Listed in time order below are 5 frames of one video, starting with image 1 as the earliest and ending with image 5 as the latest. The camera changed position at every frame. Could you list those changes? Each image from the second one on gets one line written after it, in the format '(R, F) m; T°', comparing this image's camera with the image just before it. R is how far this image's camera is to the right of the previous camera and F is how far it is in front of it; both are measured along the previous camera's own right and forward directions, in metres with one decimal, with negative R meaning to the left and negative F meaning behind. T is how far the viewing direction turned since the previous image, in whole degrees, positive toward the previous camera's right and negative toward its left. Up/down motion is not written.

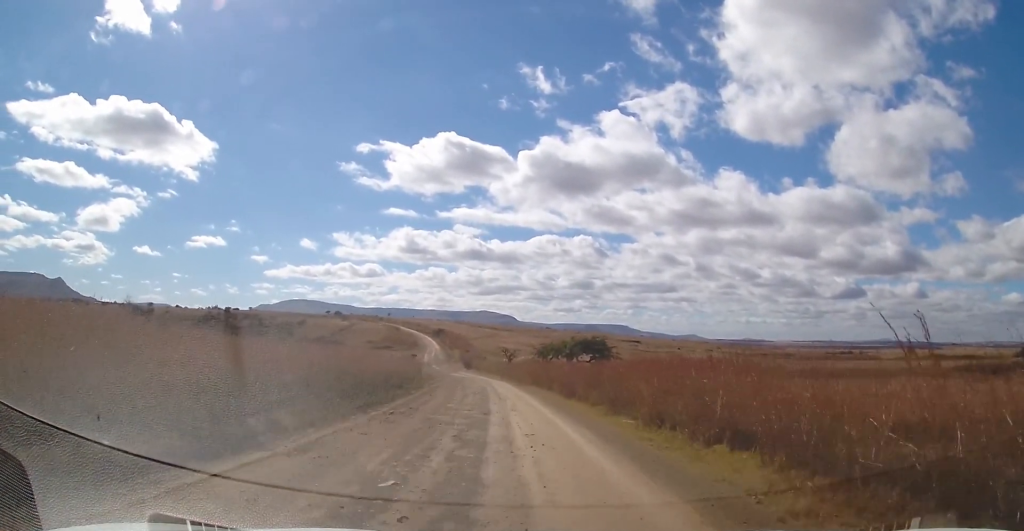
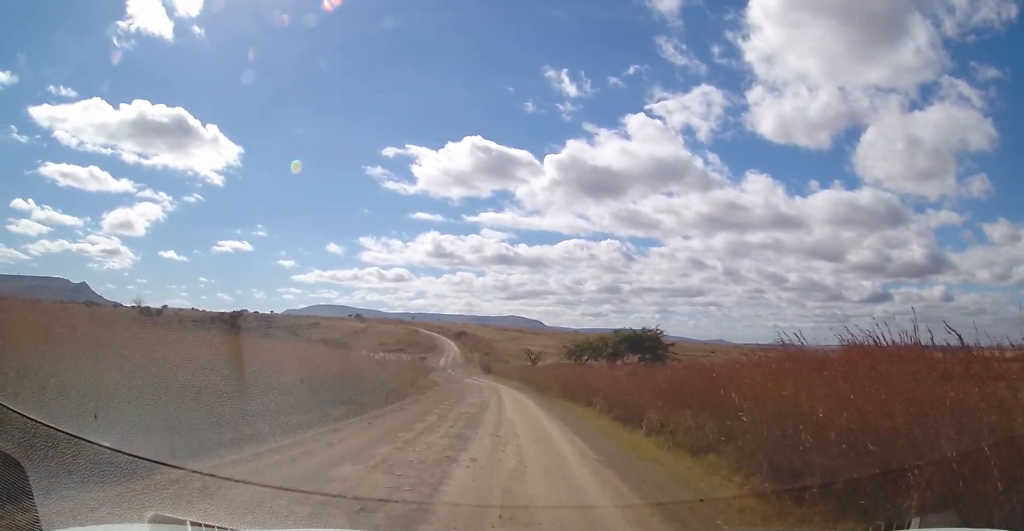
(-0.5, +12.8) m; -3°
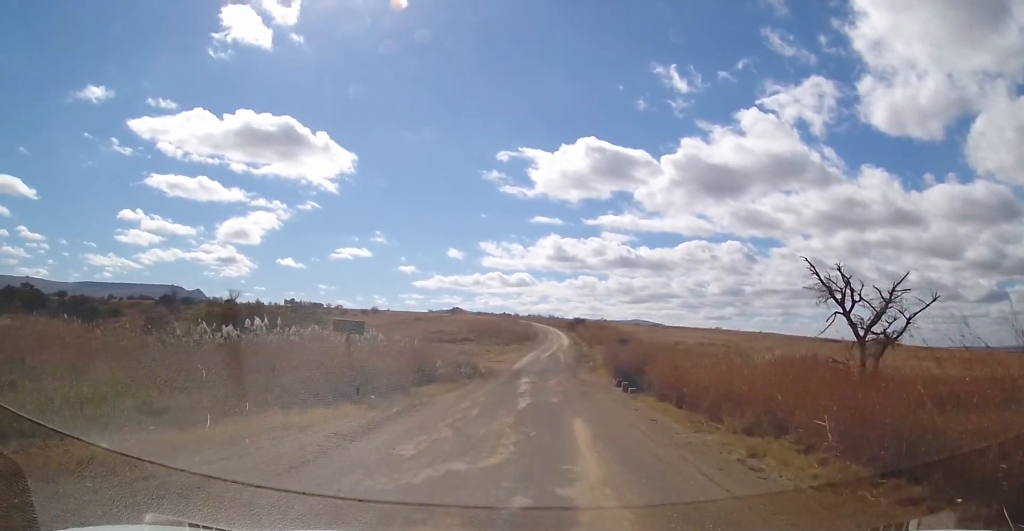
(-6.0, +63.2) m; -11°
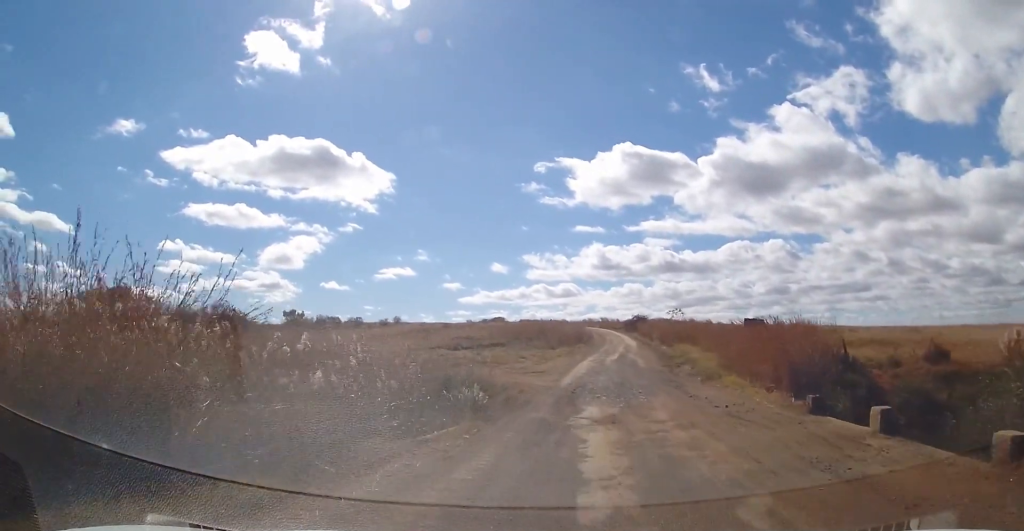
(-1.4, +22.9) m; -4°
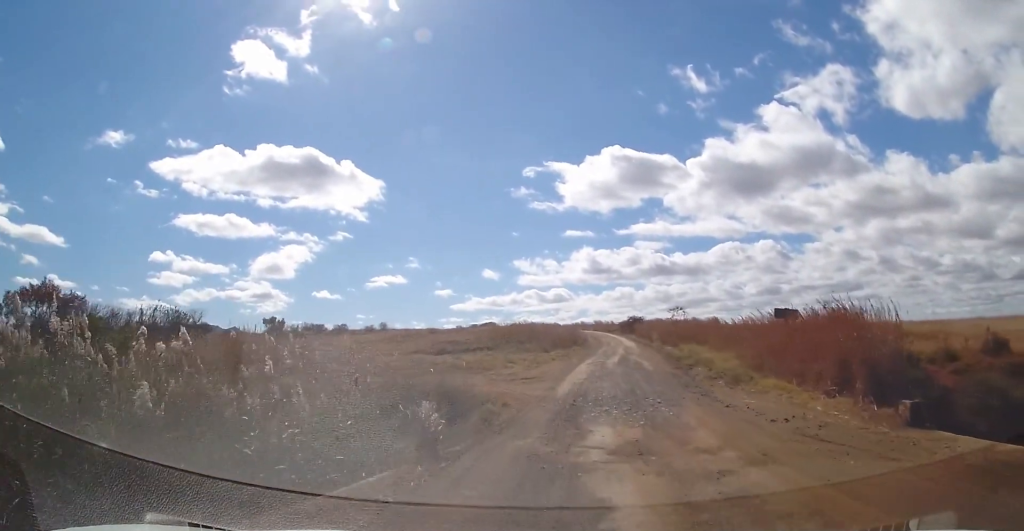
(-0.2, +5.1) m; +1°
